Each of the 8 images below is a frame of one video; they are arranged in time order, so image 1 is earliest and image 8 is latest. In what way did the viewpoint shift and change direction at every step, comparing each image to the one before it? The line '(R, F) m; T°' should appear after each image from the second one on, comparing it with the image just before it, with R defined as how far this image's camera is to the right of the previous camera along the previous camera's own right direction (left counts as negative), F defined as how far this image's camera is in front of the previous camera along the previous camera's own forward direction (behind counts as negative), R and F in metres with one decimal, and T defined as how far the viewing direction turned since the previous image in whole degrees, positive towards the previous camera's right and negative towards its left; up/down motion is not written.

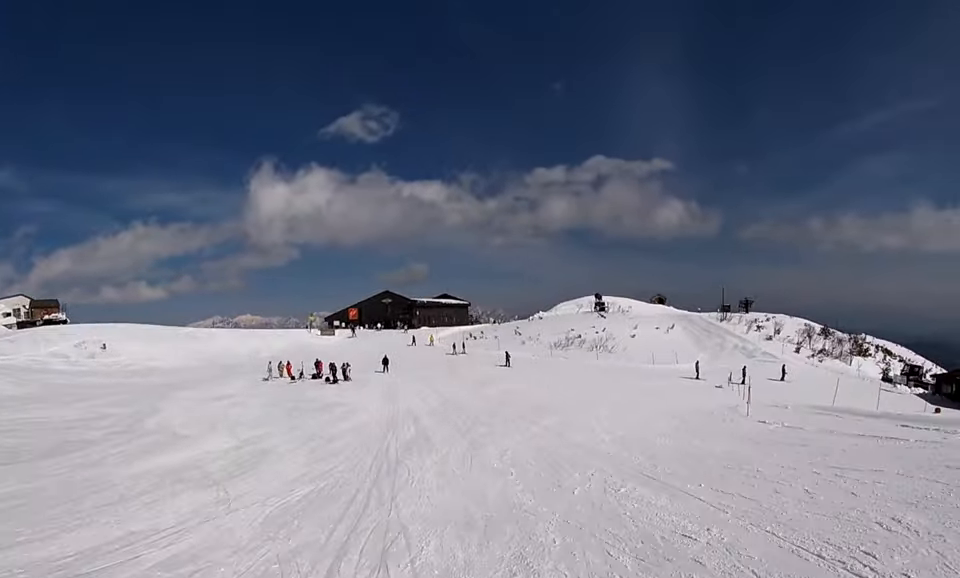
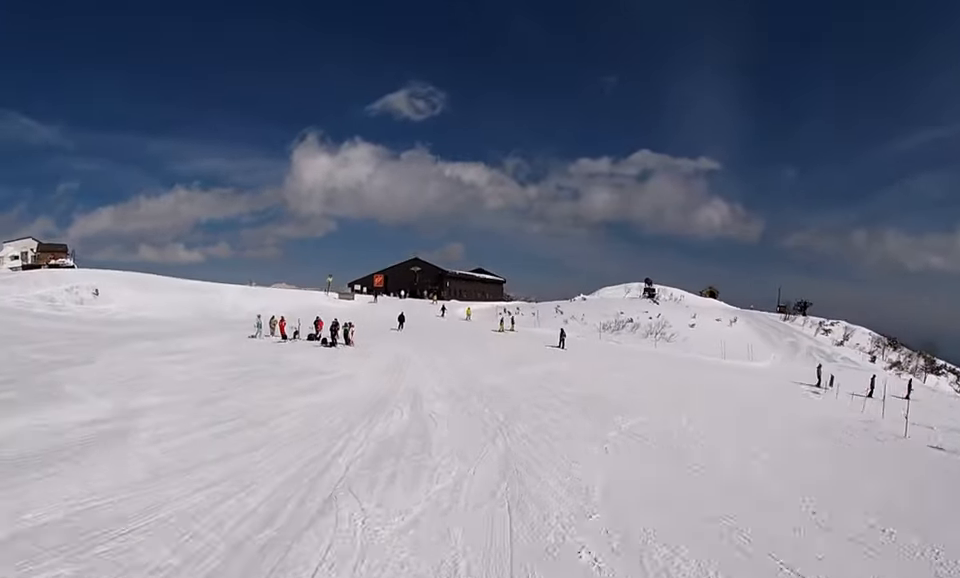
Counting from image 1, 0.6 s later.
(+0.3, +8.7) m; 0°
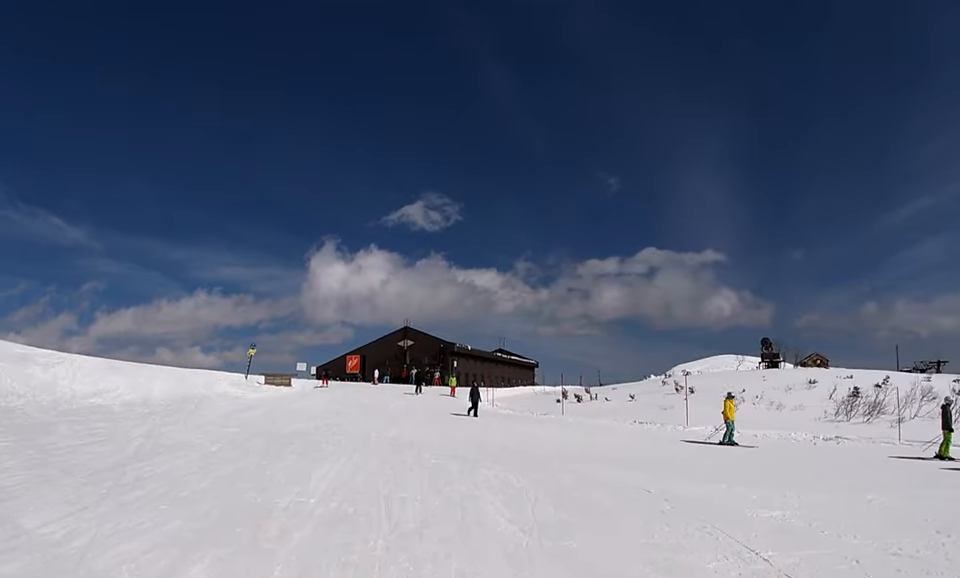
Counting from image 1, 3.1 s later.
(-2.7, +31.2) m; -4°
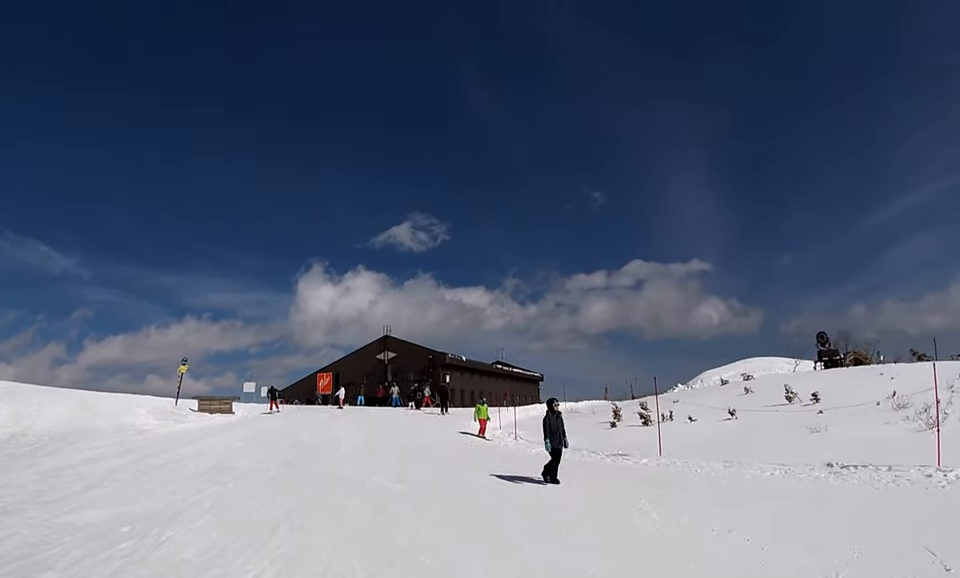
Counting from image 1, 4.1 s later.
(+0.6, +10.1) m; +6°
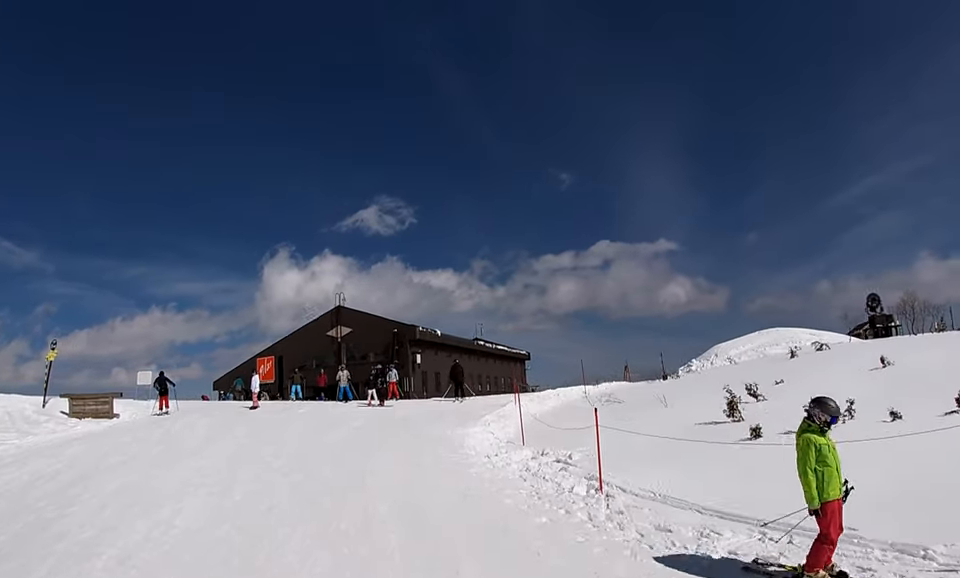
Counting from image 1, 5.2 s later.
(+0.5, +9.4) m; -1°
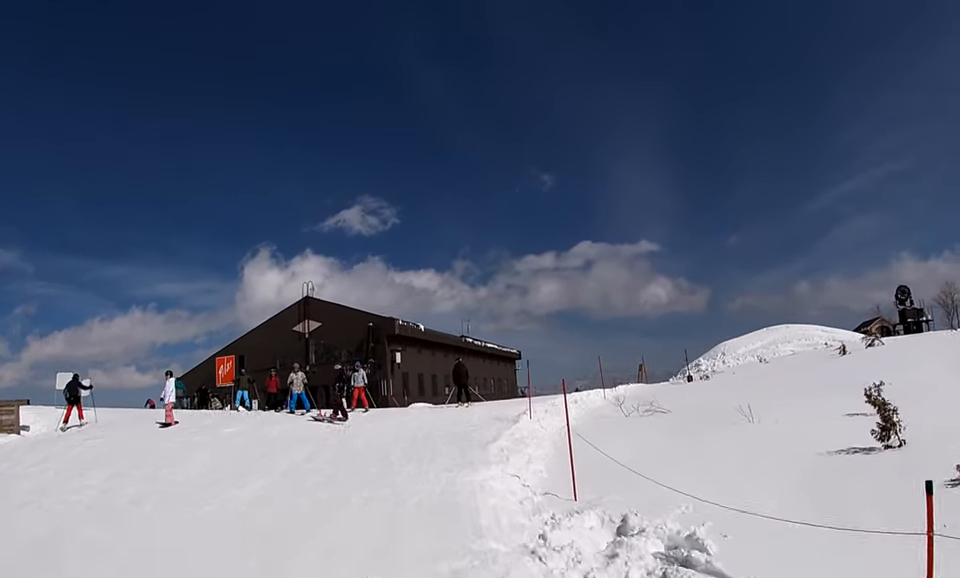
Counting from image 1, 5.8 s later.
(-0.1, +4.6) m; -1°
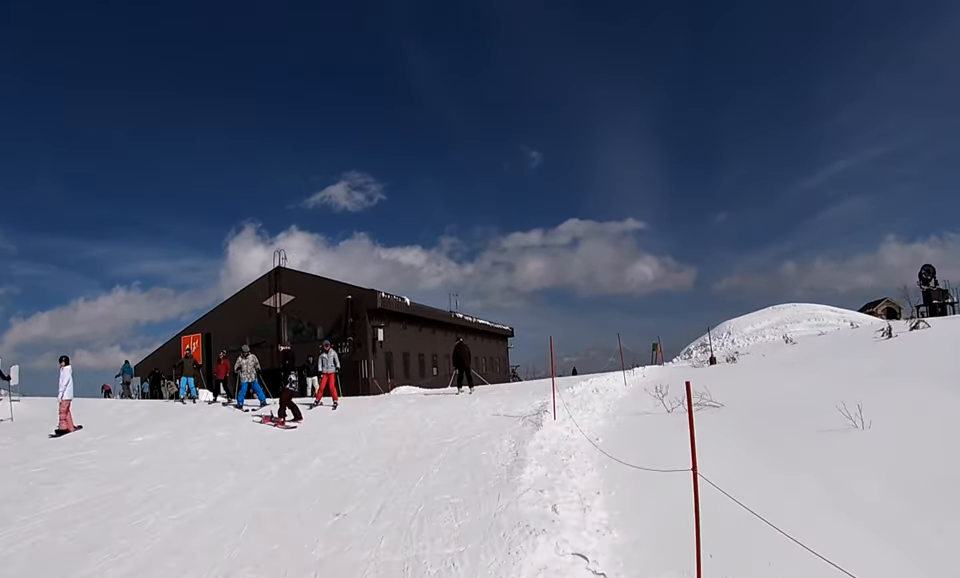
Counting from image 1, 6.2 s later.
(-0.3, +2.9) m; +4°
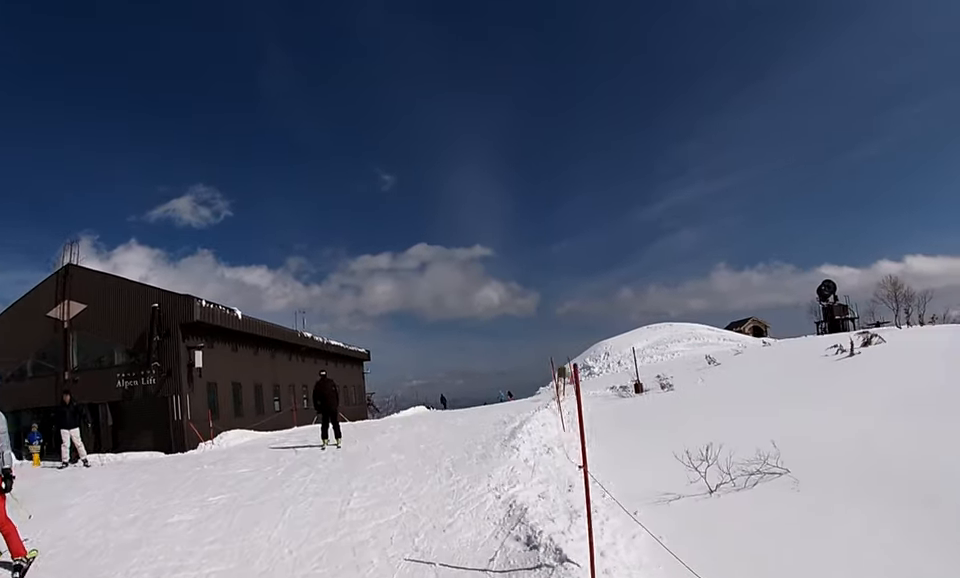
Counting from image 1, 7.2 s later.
(+0.6, +5.5) m; +13°
